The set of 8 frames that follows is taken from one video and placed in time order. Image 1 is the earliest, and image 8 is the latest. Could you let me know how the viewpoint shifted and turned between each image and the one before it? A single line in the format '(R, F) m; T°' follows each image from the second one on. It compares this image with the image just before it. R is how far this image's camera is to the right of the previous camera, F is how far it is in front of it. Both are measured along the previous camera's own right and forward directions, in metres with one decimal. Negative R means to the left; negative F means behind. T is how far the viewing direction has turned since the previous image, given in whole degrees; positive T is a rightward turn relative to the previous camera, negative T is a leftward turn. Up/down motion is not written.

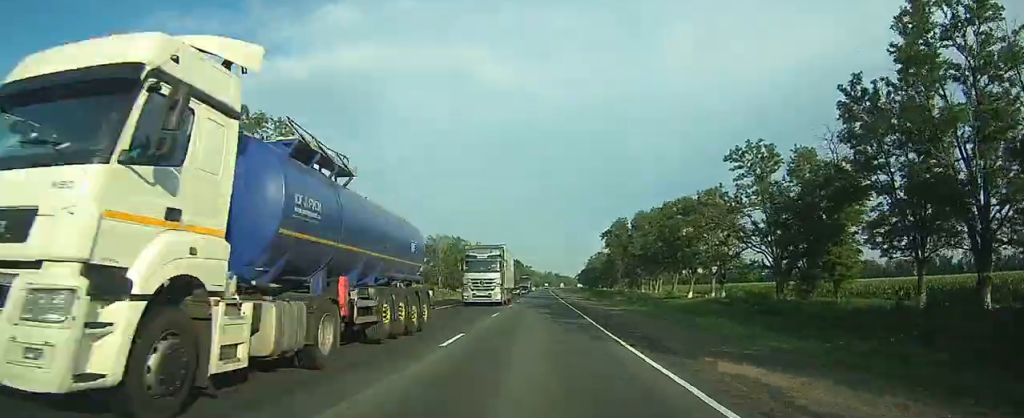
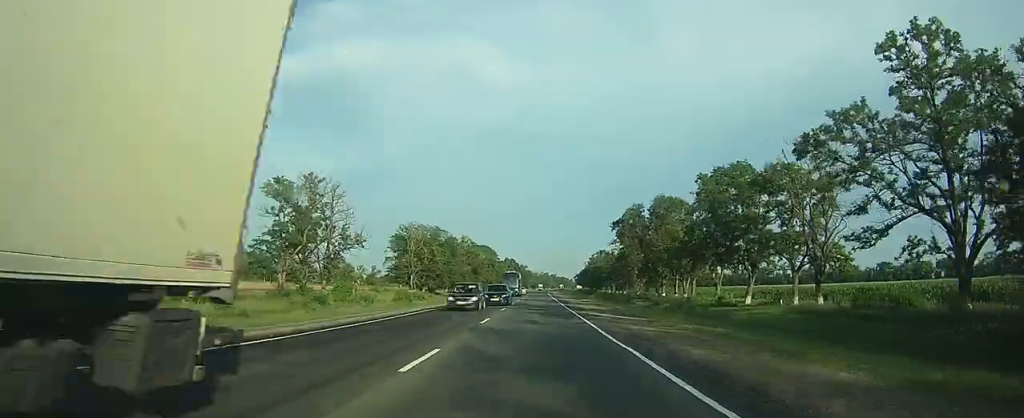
(0.0, +26.7) m; 0°
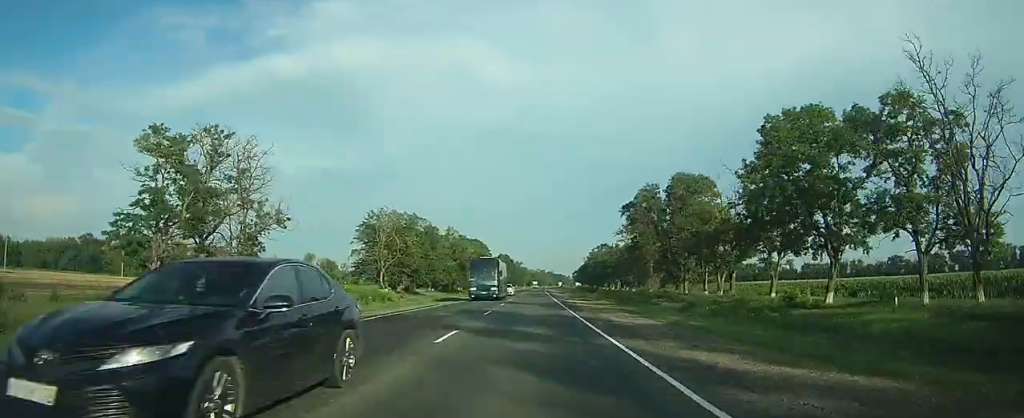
(0.0, +19.3) m; 0°
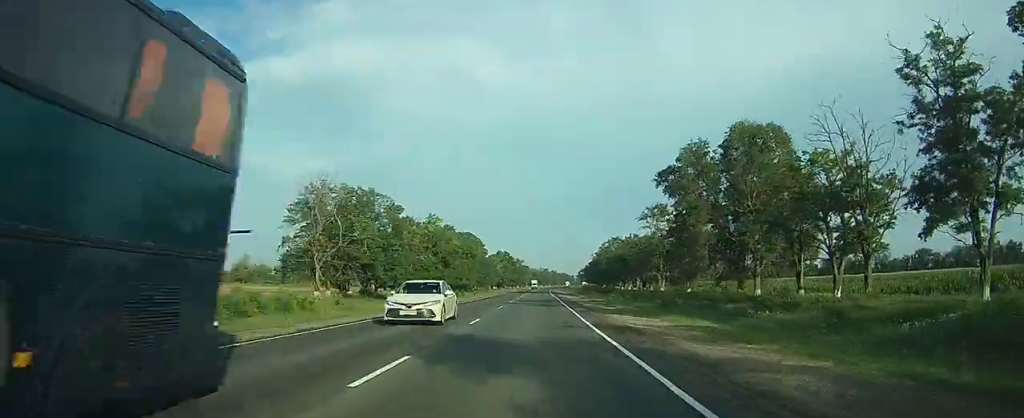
(0.0, +28.6) m; 0°
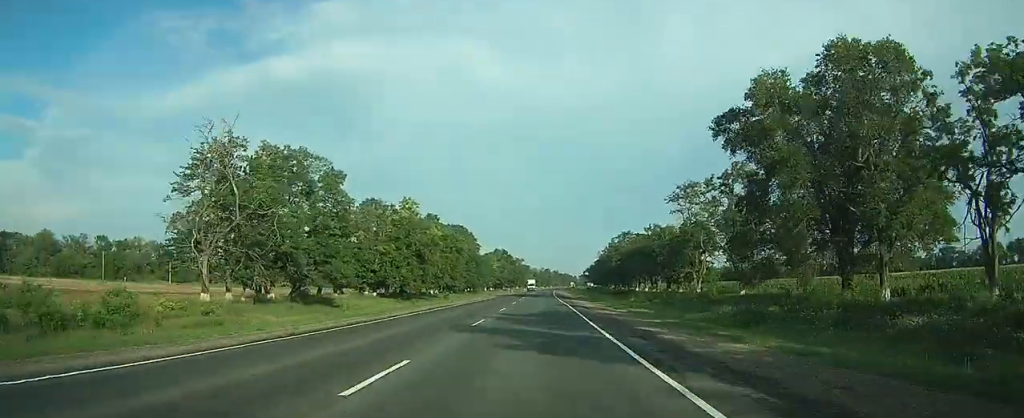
(+0.1, +23.8) m; 0°
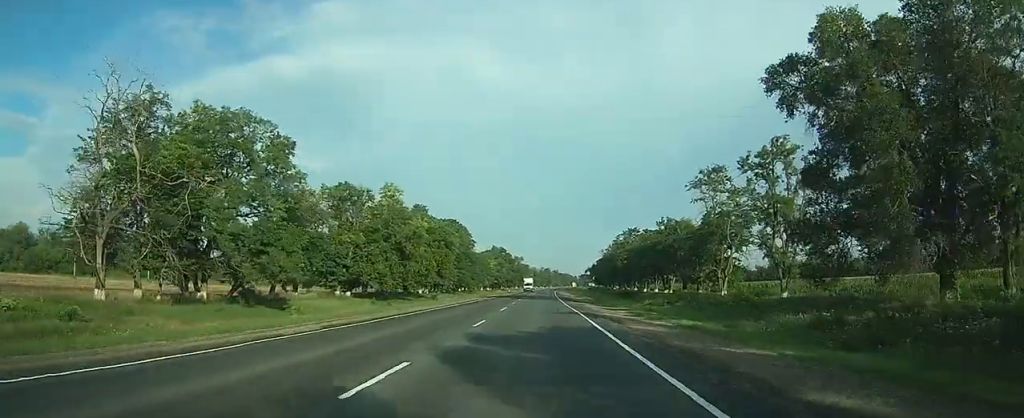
(0.0, +12.0) m; 0°
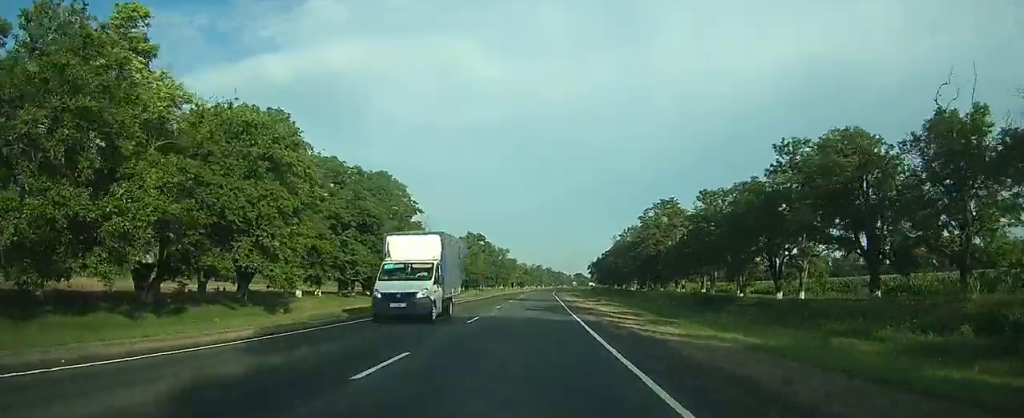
(+0.1, +57.2) m; +1°
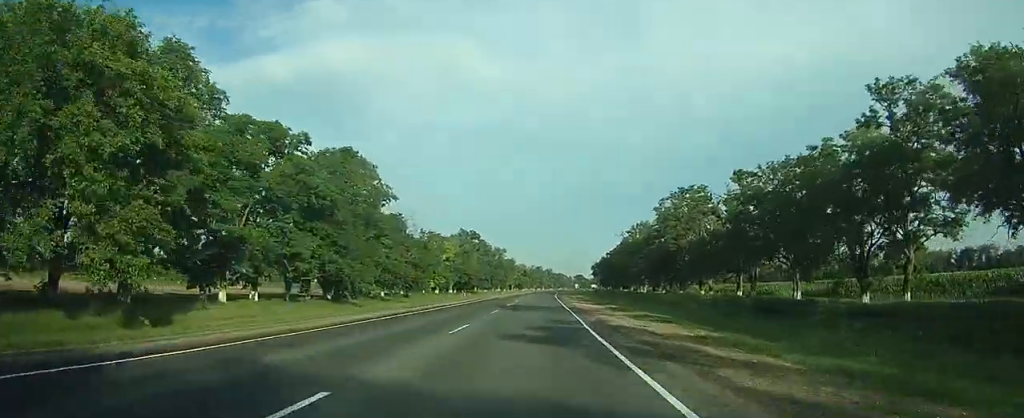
(+0.1, +15.8) m; 0°
